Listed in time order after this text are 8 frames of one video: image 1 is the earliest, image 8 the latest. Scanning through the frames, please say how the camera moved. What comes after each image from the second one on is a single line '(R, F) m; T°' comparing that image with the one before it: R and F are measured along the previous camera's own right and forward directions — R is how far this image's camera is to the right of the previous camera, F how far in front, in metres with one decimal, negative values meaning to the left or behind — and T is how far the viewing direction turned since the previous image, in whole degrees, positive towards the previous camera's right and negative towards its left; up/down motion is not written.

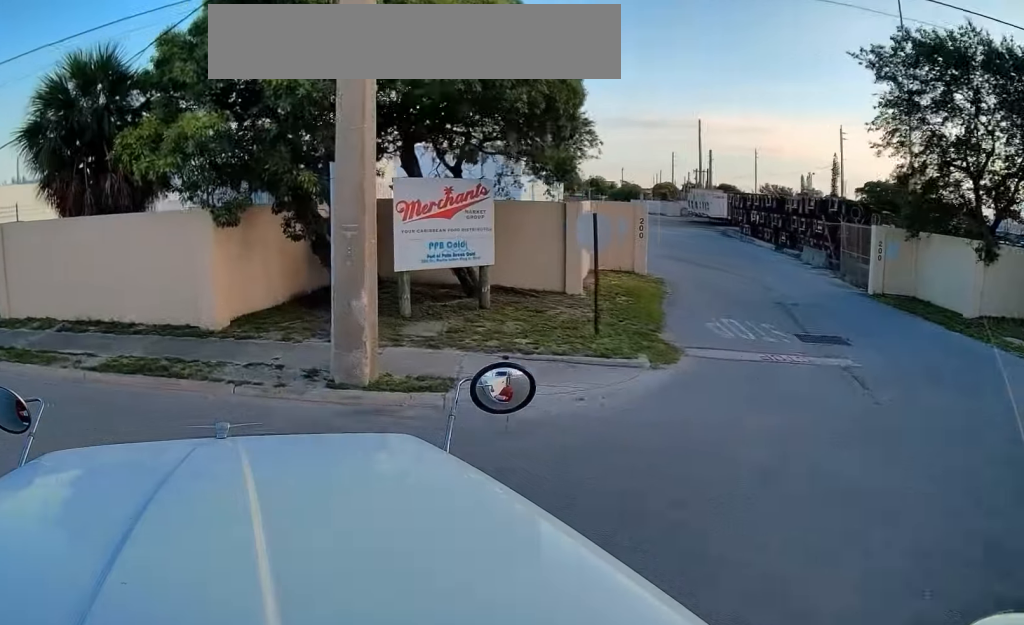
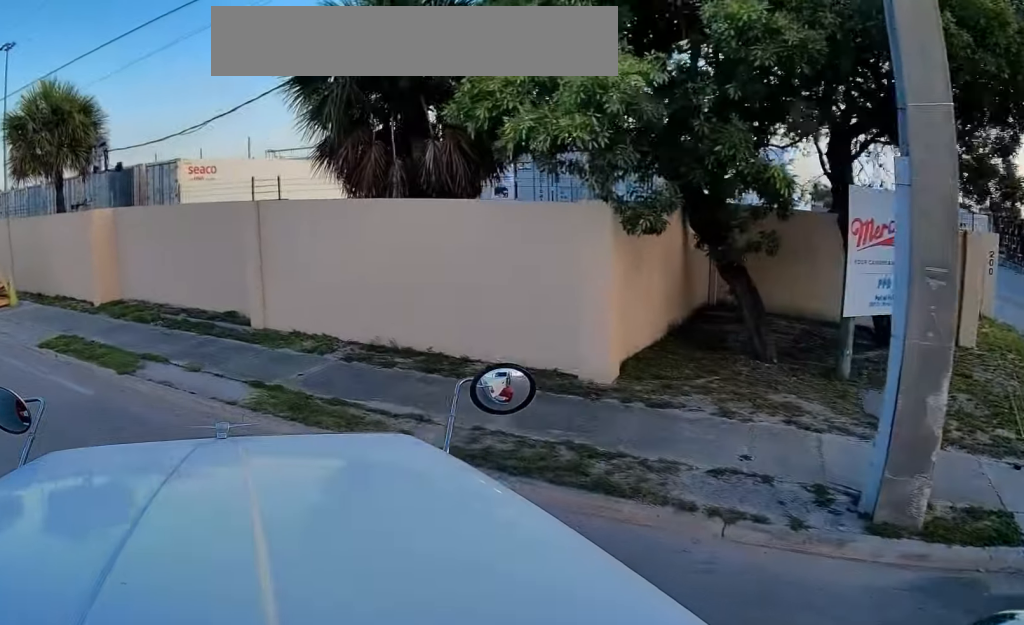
(-0.5, +5.1) m; -17°
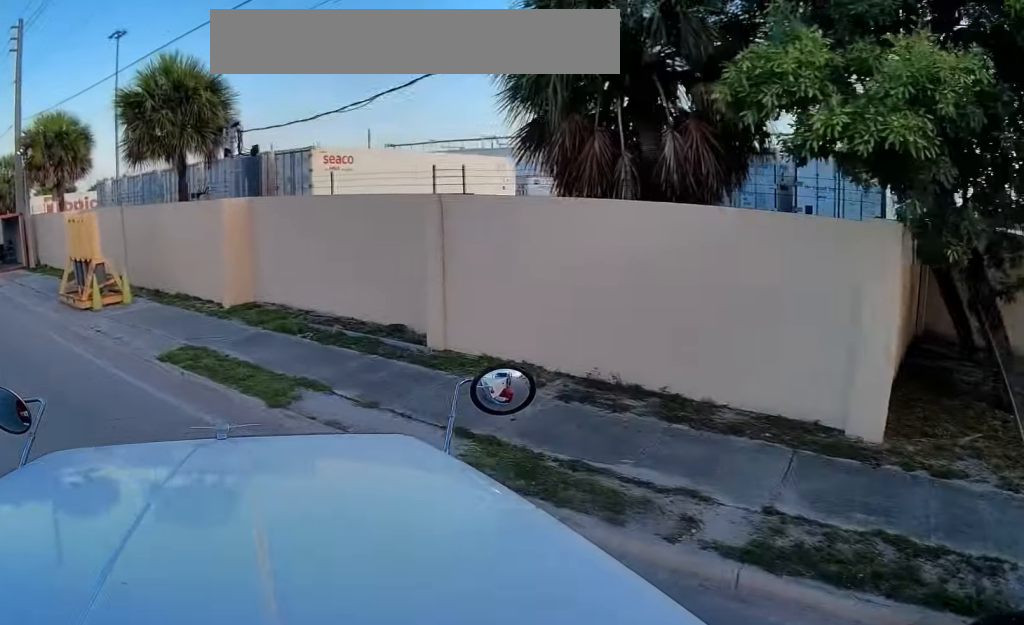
(-0.5, +2.6) m; -8°
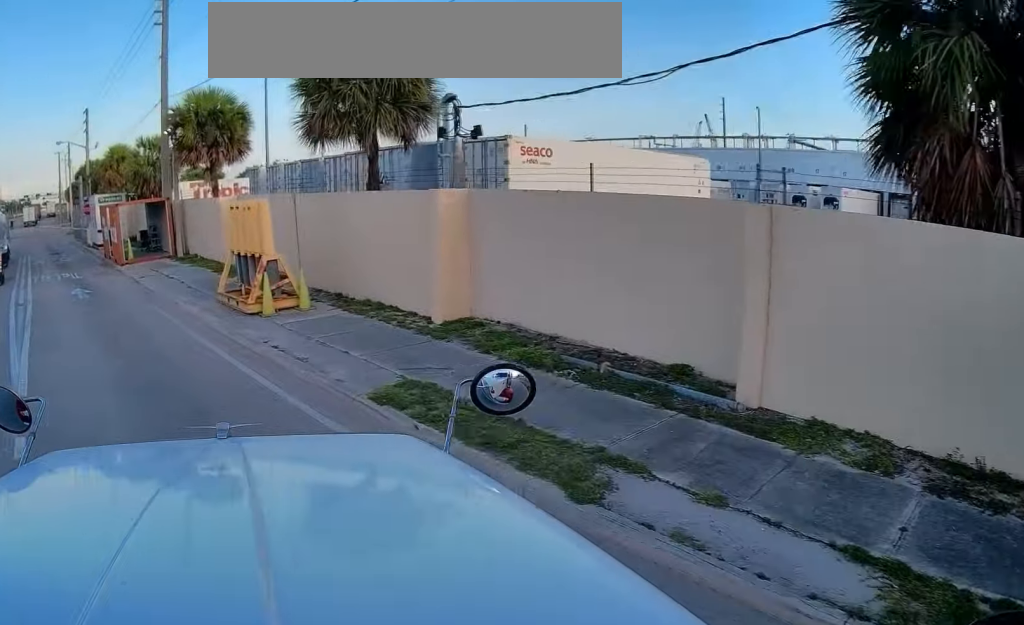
(-0.2, +3.4) m; -9°
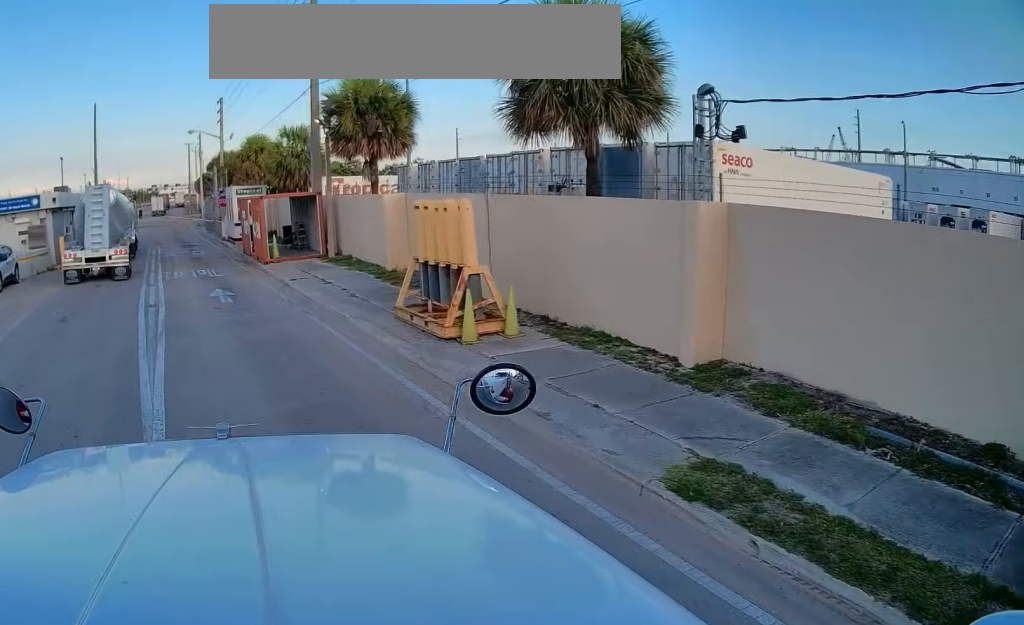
(-0.3, +3.3) m; -14°
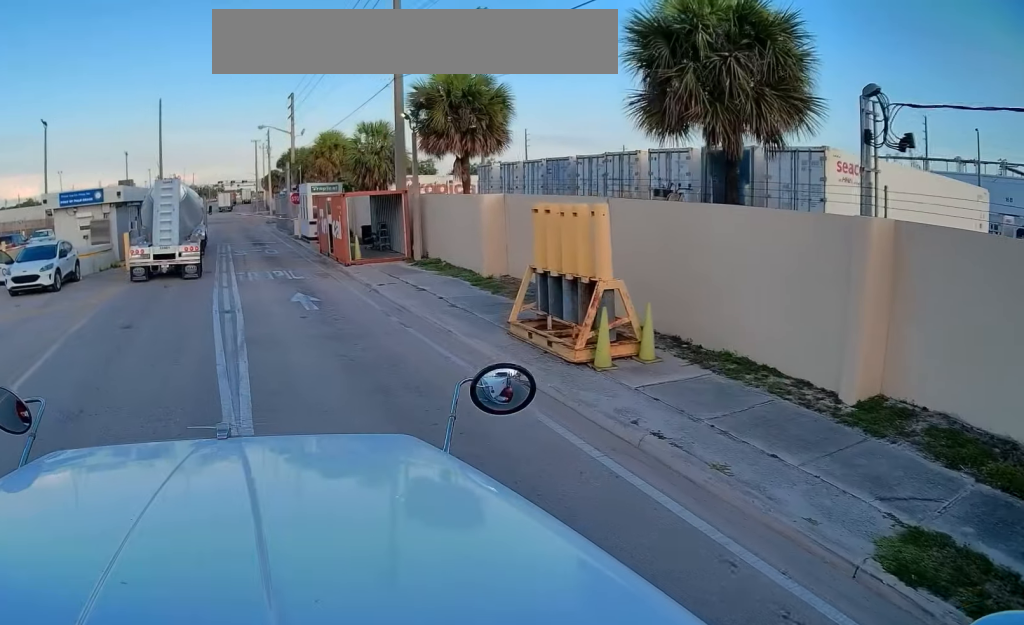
(-0.2, +2.1) m; -10°
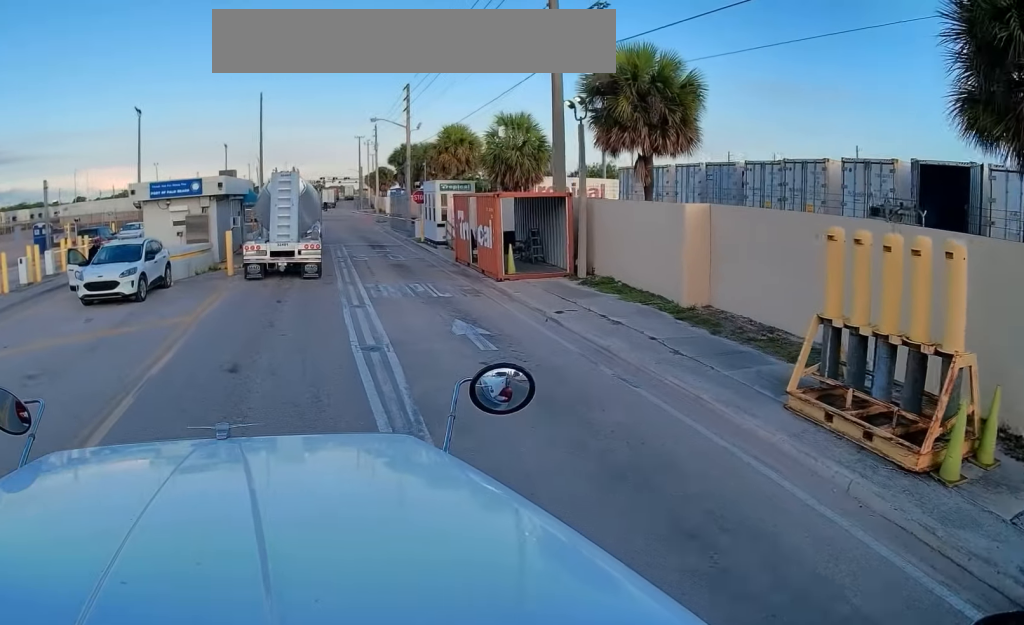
(-0.8, +5.0) m; -13°
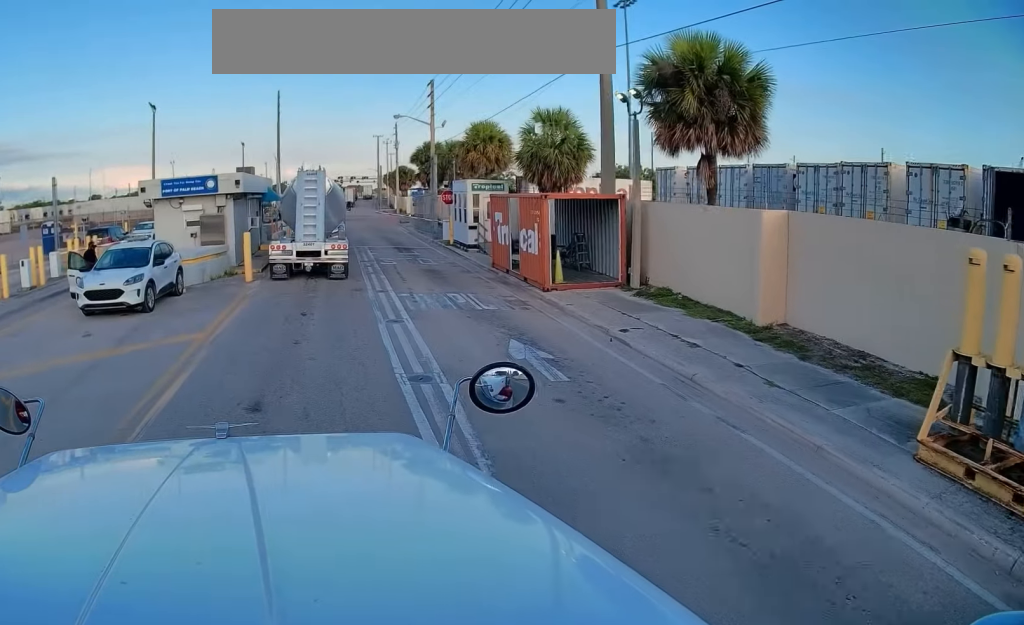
(-0.1, +2.1) m; 0°
